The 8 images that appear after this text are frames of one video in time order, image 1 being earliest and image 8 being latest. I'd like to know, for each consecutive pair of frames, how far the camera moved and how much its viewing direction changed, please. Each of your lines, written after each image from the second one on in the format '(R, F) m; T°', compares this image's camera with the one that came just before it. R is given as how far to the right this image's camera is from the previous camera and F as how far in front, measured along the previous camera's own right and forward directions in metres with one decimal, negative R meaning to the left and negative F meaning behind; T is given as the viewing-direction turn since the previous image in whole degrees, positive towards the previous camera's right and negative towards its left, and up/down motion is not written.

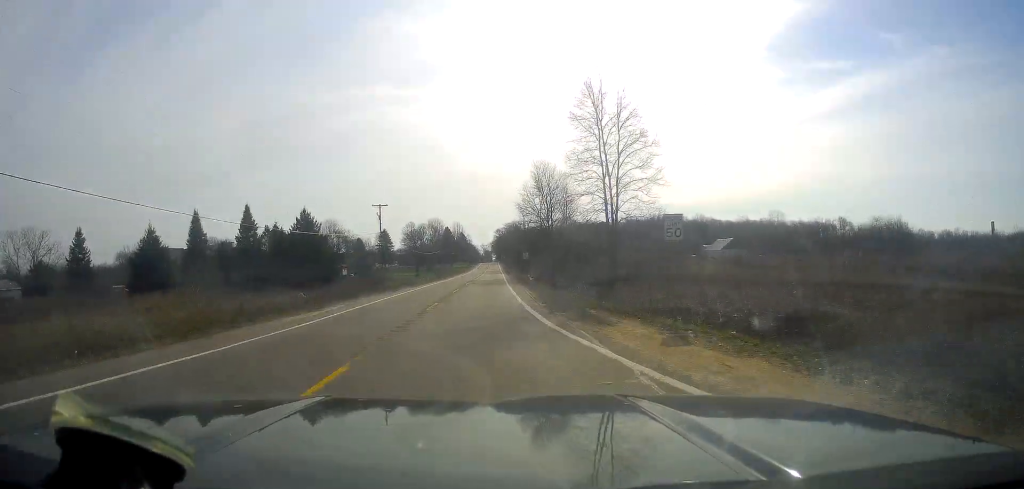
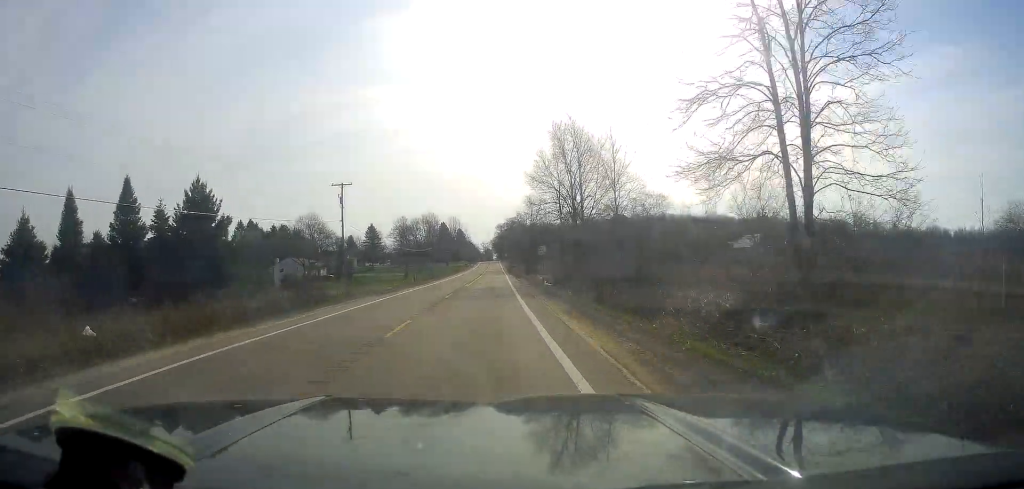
(-0.2, +22.5) m; 0°
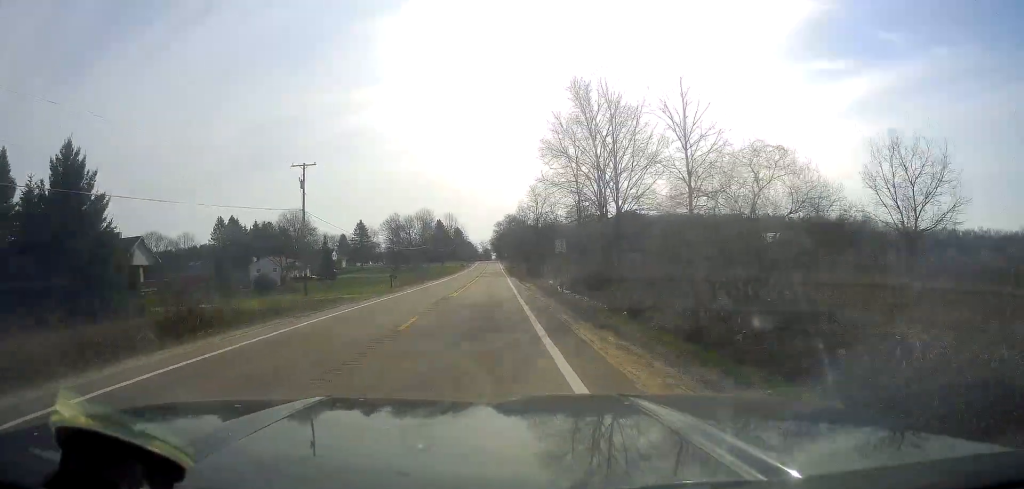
(0.0, +13.2) m; 0°
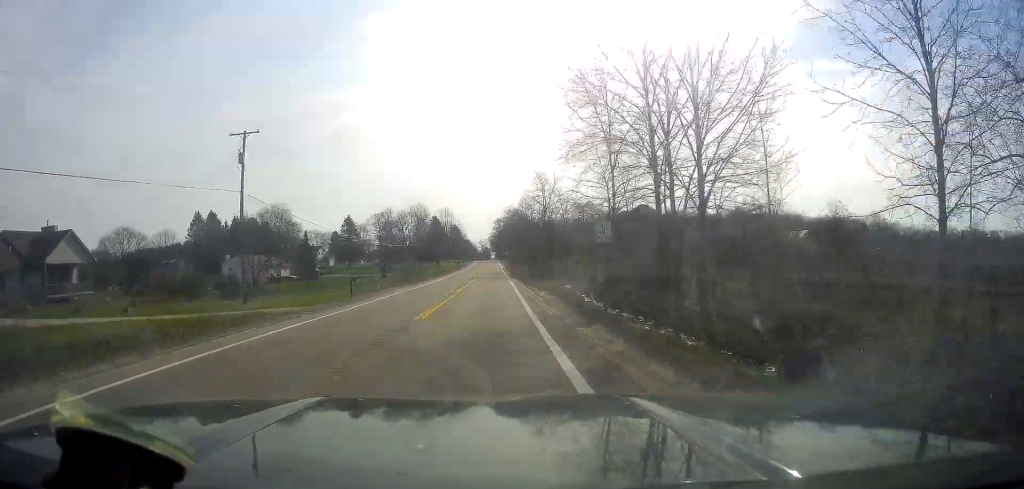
(0.0, +13.2) m; 0°
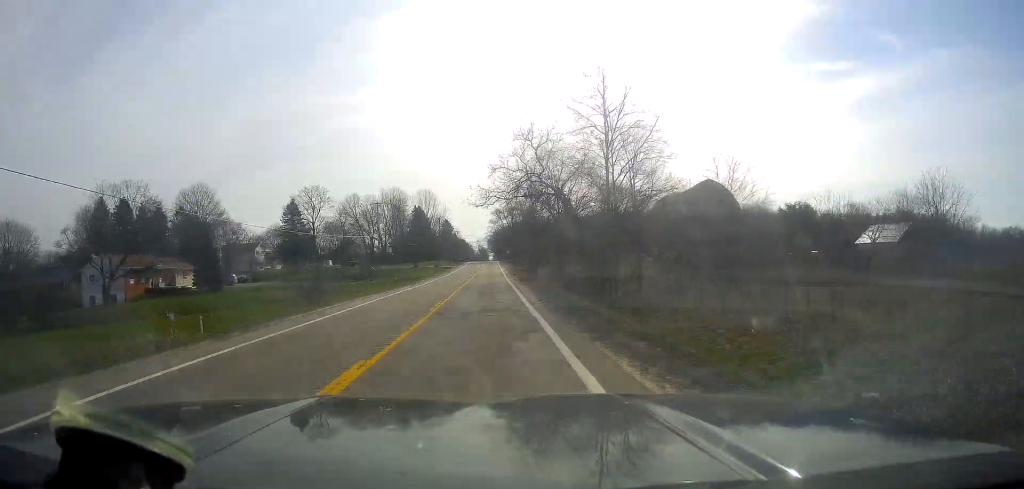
(+0.7, +42.2) m; +2°
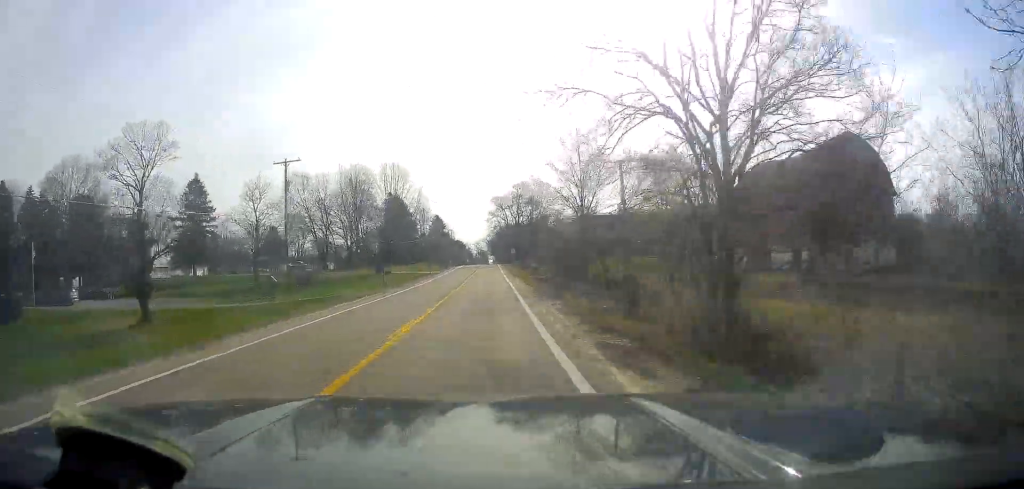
(+0.1, +38.3) m; -1°
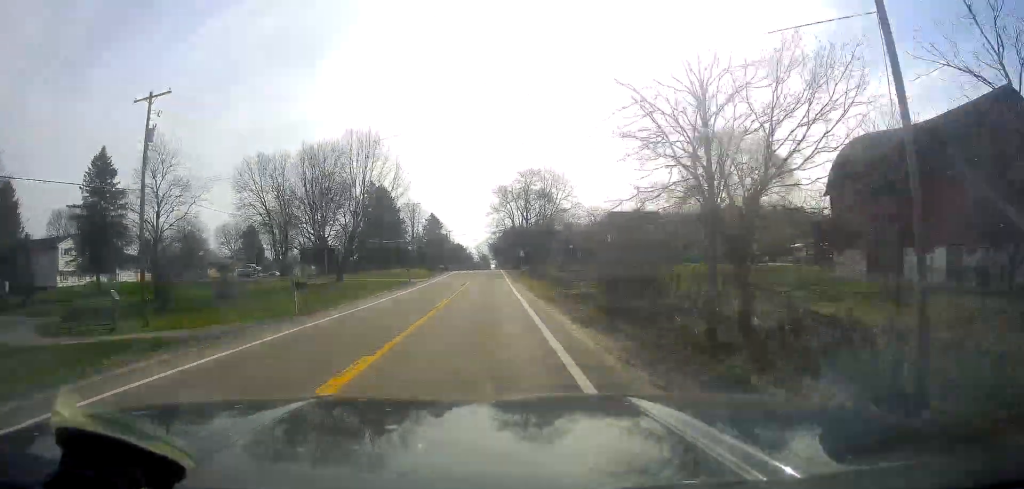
(-0.3, +21.3) m; 0°
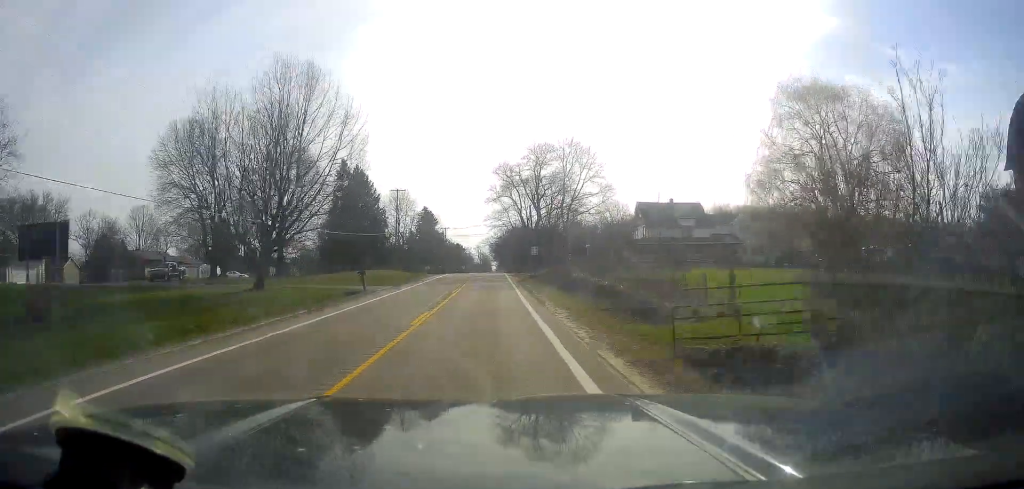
(+0.4, +21.5) m; 0°
